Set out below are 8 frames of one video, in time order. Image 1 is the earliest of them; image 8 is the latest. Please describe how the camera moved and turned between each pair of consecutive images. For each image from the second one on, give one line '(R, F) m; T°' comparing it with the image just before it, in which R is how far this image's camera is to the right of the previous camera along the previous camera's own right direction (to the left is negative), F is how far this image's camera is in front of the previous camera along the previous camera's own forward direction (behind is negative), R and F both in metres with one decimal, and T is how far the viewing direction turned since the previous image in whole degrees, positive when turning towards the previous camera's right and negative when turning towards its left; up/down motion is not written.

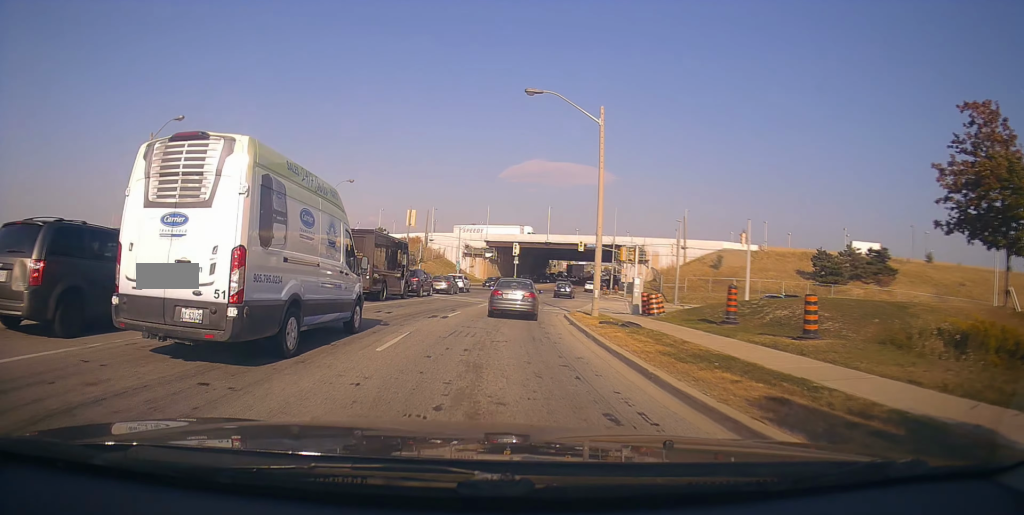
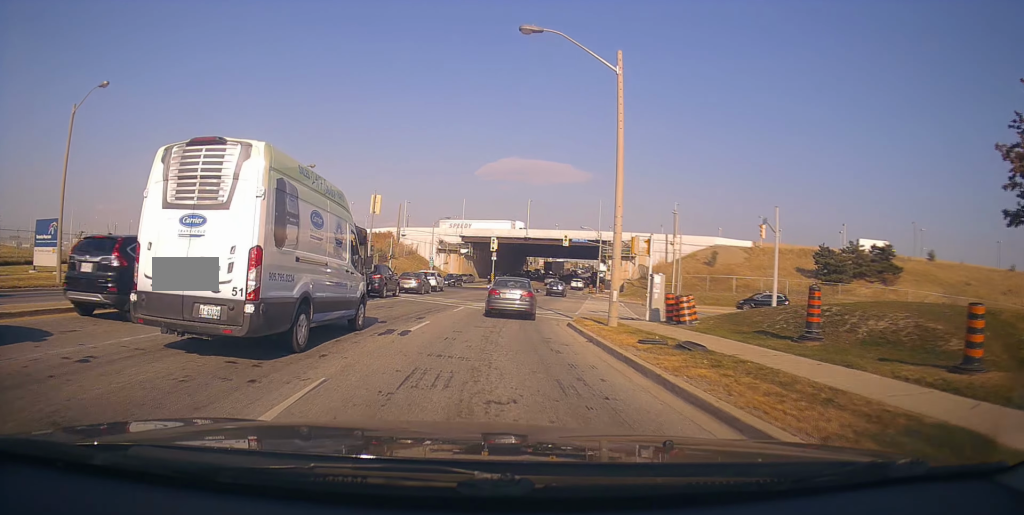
(+0.1, +6.1) m; +2°
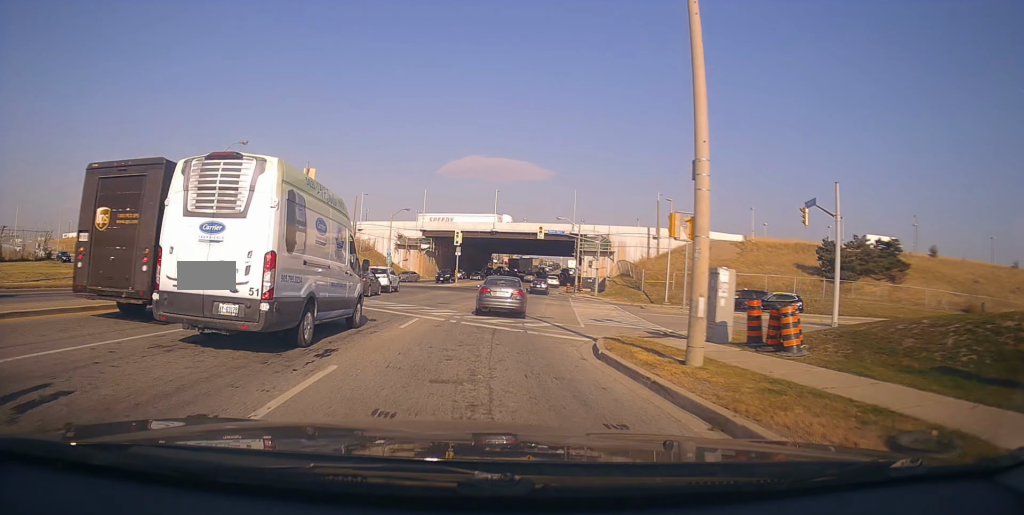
(-0.1, +8.5) m; +2°
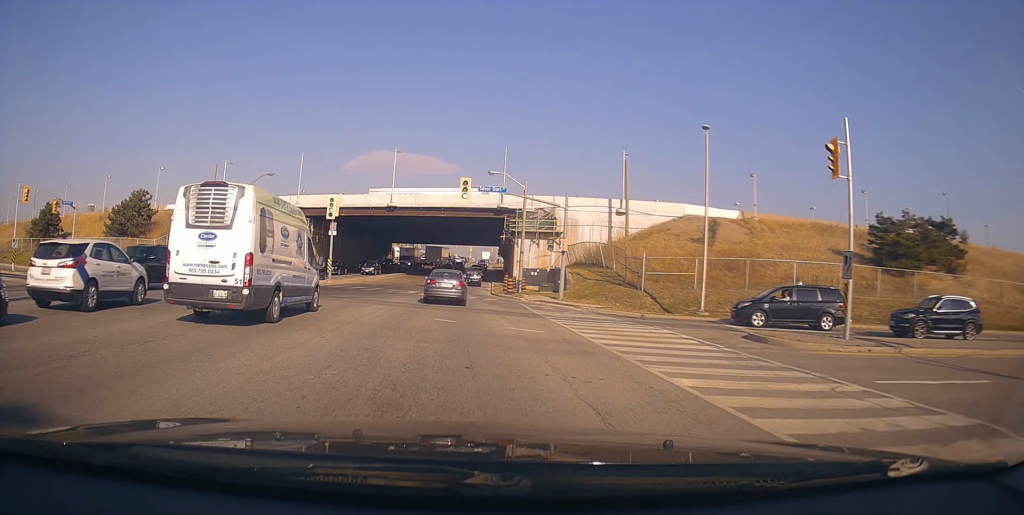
(+3.4, +23.9) m; +11°
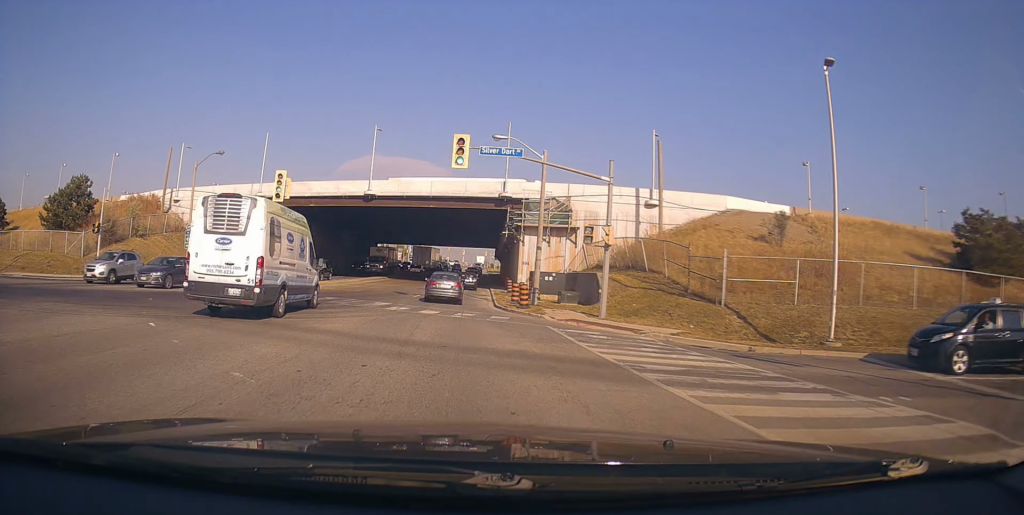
(0.0, +11.3) m; +2°
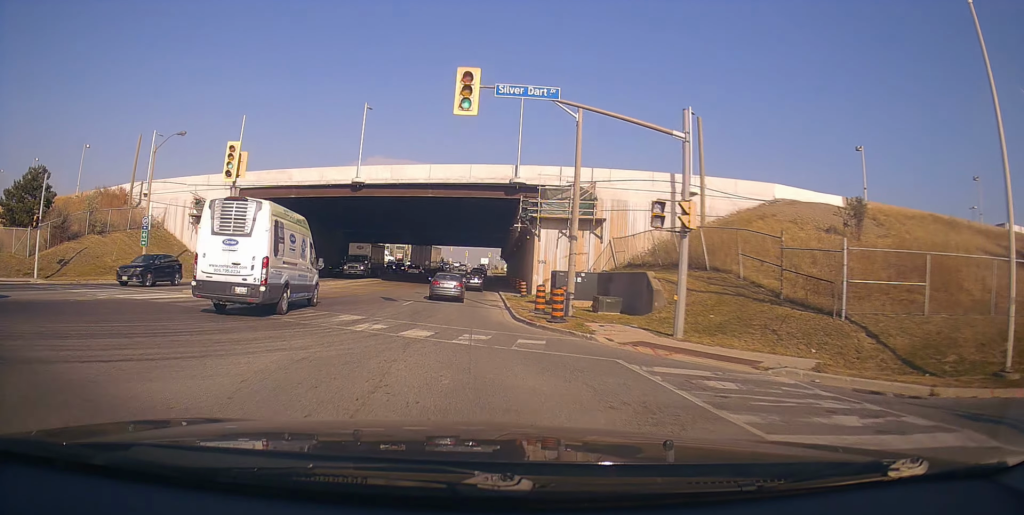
(+0.2, +7.4) m; +2°
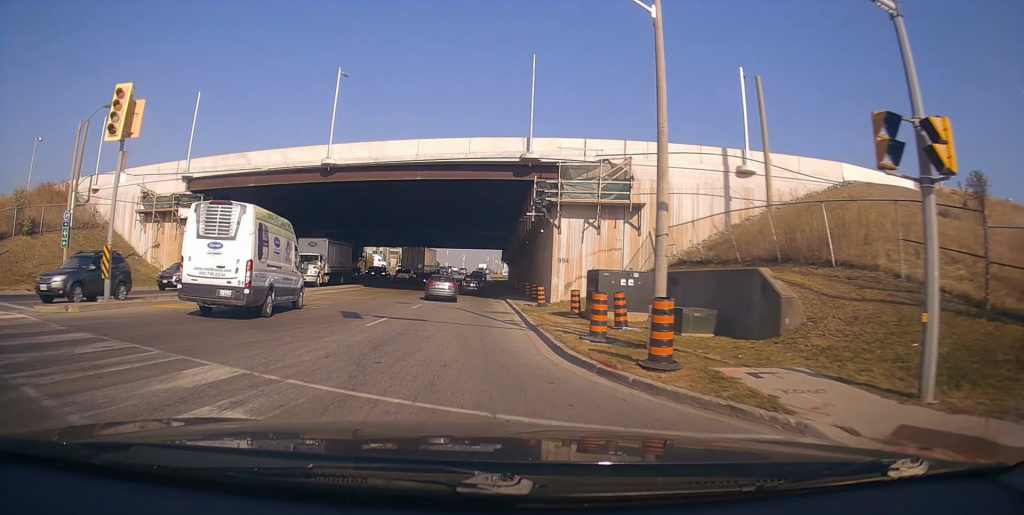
(0.0, +8.7) m; +1°
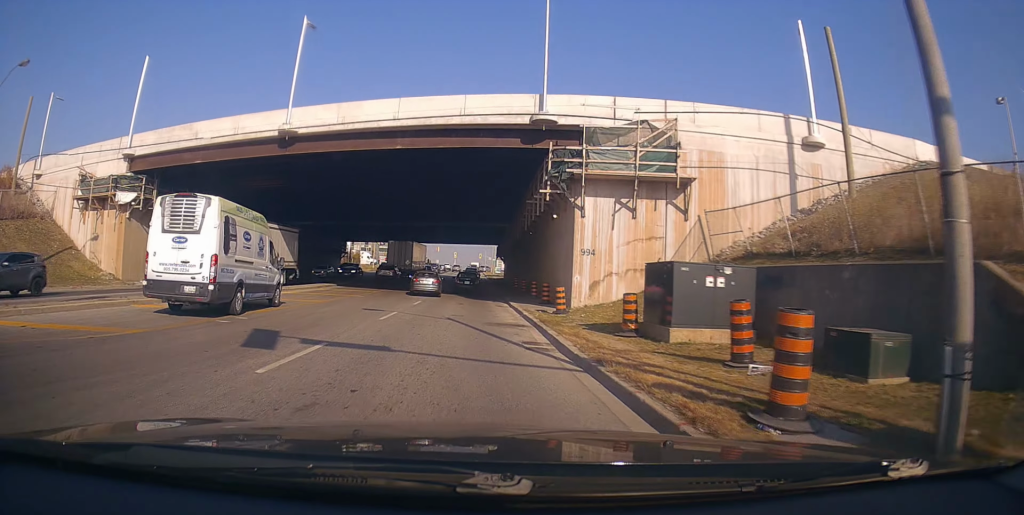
(+0.1, +7.3) m; 0°
